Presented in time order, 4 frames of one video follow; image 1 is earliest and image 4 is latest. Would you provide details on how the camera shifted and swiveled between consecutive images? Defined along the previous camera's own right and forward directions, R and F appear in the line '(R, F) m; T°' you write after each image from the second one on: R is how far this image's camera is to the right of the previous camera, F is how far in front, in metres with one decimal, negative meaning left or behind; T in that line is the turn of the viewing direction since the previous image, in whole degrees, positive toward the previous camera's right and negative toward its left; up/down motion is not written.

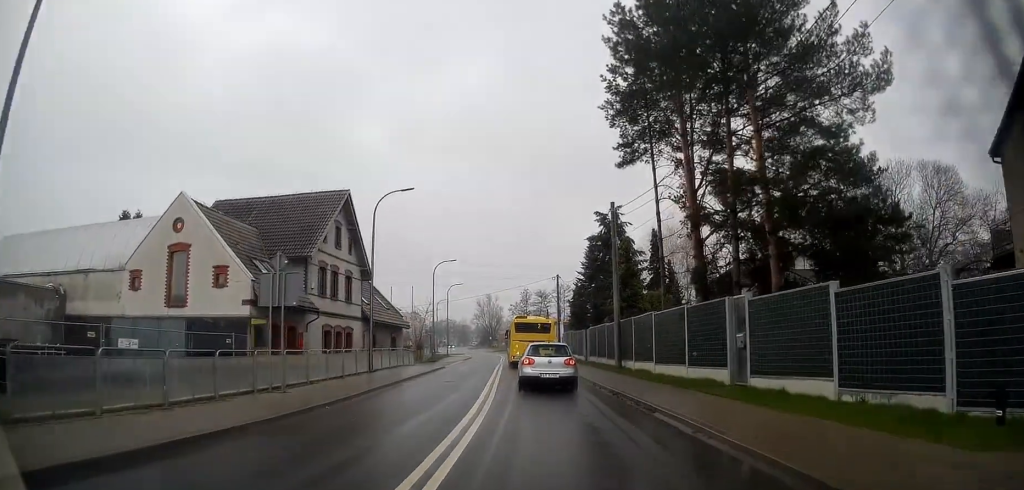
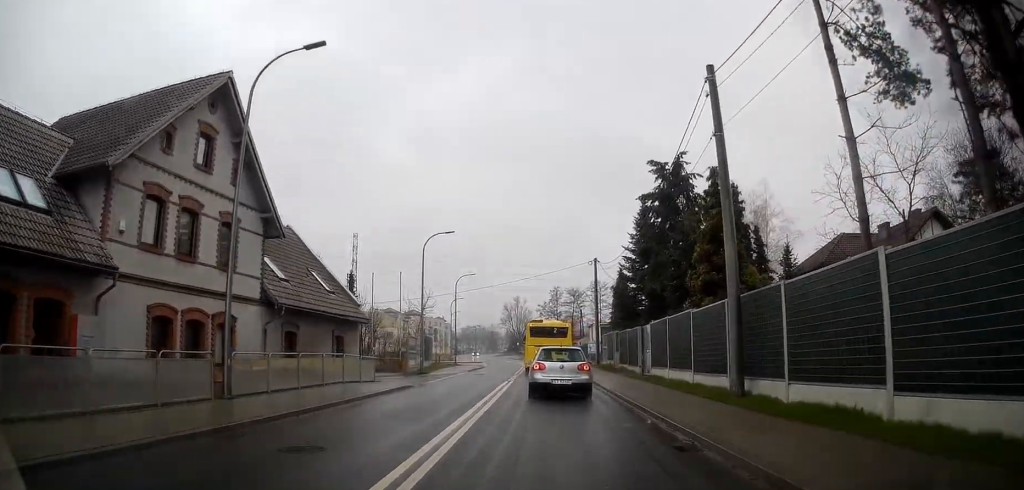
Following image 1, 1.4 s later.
(-0.5, +16.3) m; -3°
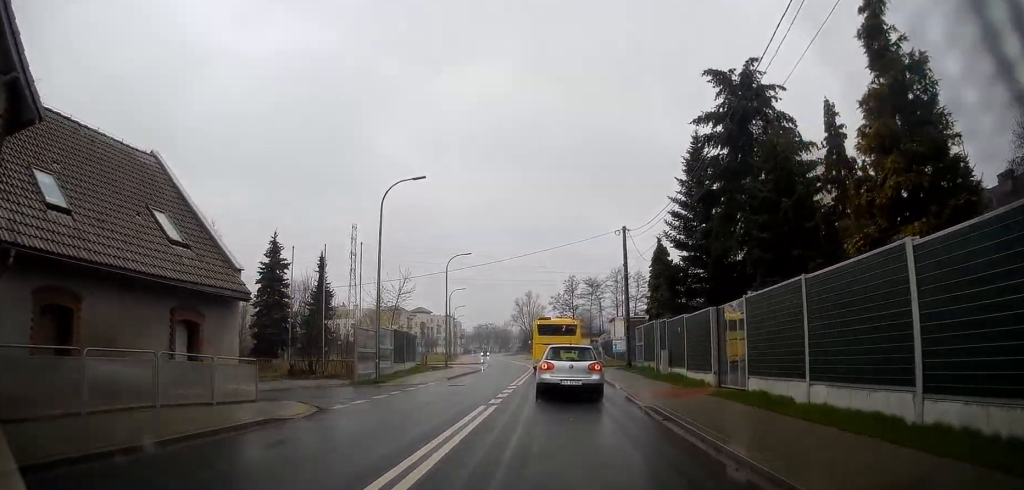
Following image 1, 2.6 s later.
(-0.2, +12.6) m; -1°
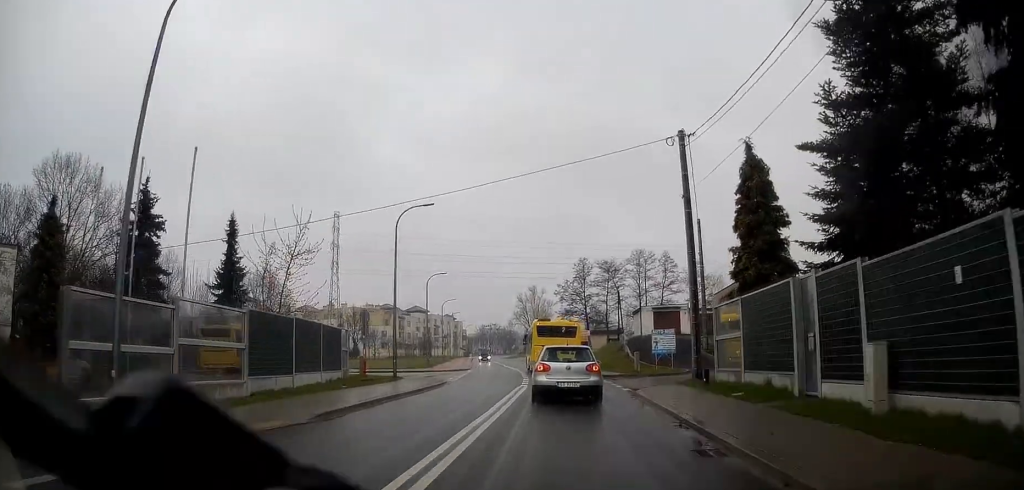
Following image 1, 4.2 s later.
(-0.1, +17.7) m; 0°
